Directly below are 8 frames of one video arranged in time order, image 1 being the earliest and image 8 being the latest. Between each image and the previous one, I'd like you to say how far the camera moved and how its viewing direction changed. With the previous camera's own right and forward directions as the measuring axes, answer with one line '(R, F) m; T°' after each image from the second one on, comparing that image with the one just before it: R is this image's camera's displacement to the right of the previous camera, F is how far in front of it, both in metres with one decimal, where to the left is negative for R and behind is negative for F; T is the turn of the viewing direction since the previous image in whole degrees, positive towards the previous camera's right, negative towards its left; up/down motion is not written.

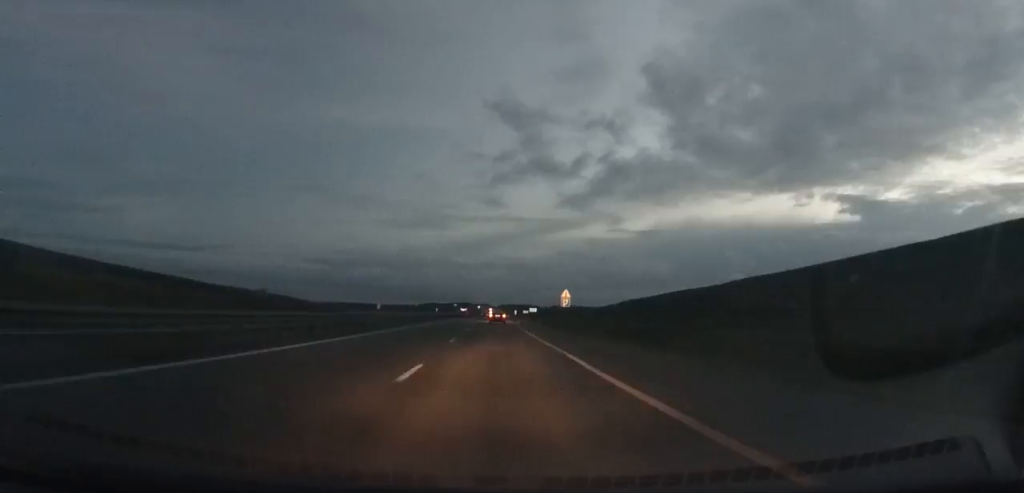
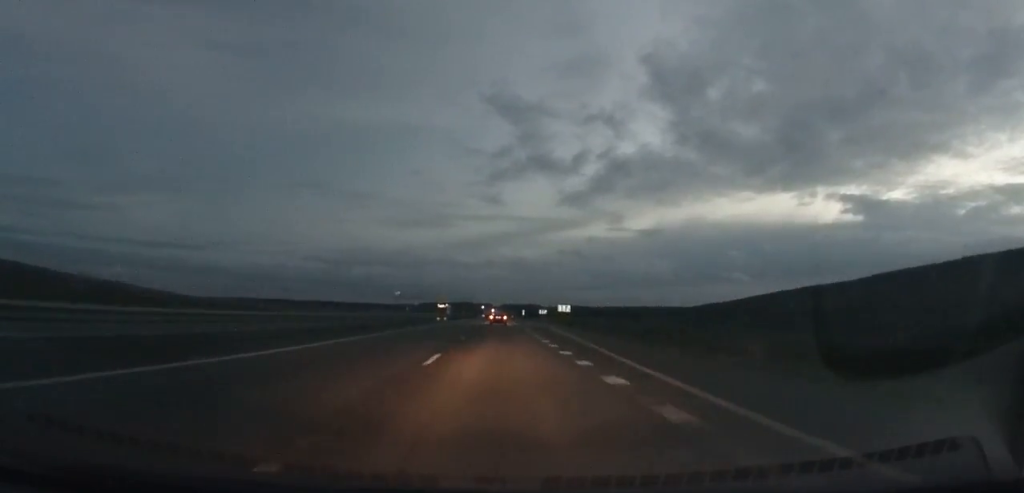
(-0.1, +68.5) m; 0°
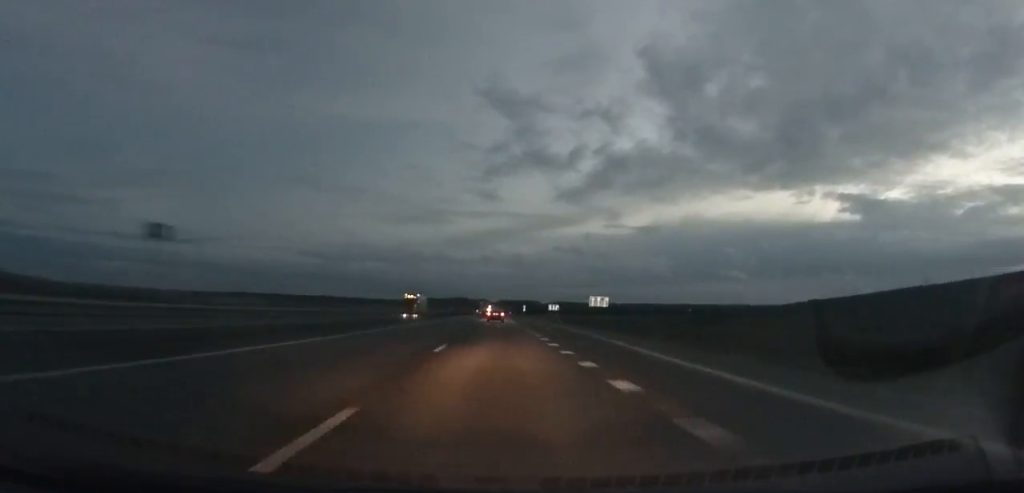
(-0.1, +32.8) m; 0°
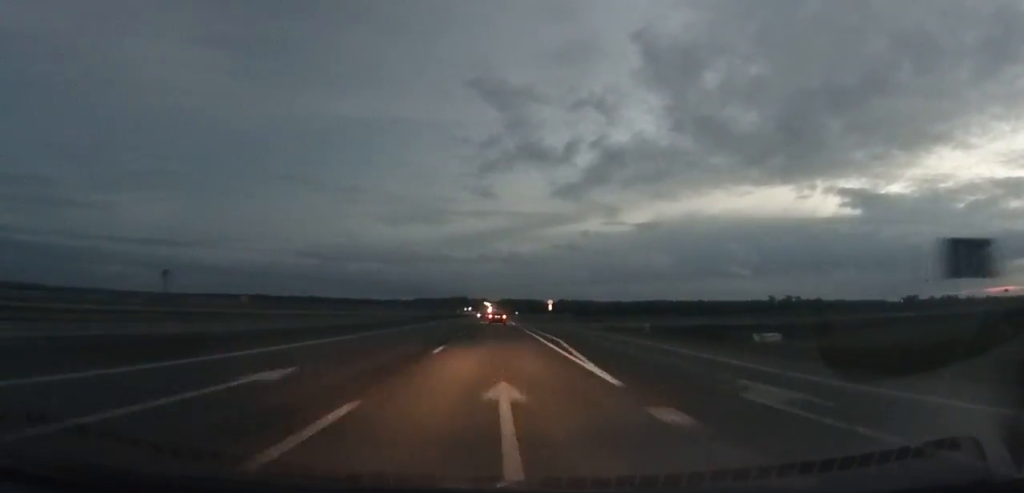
(+0.6, +95.6) m; 0°
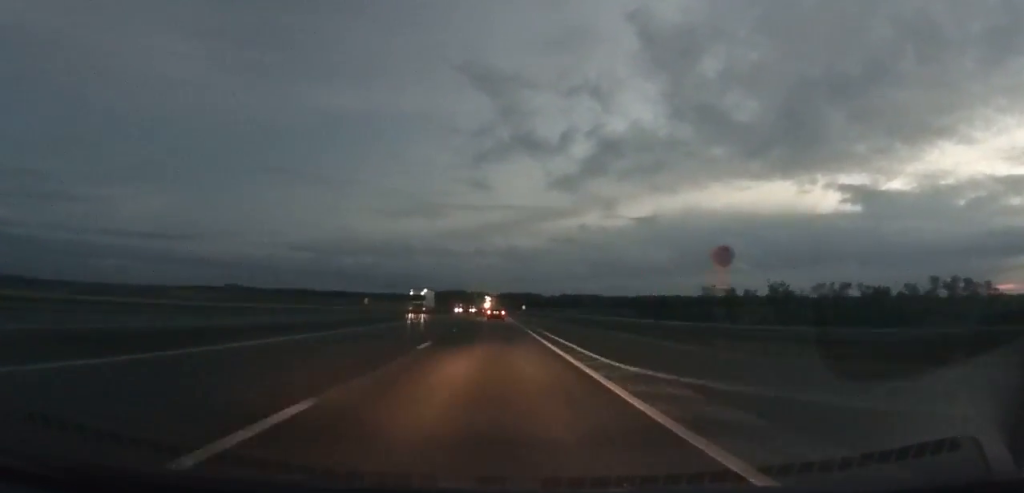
(0.0, +84.1) m; 0°
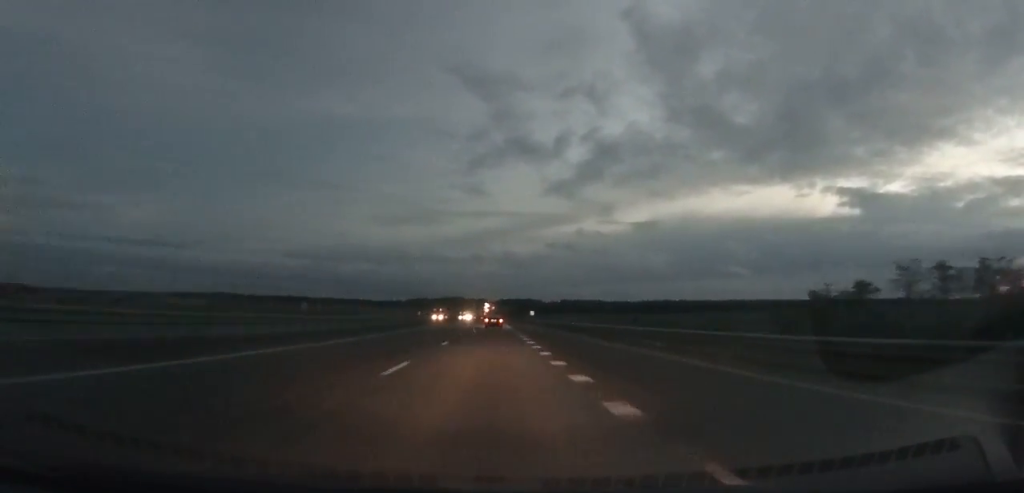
(0.0, +54.0) m; 0°
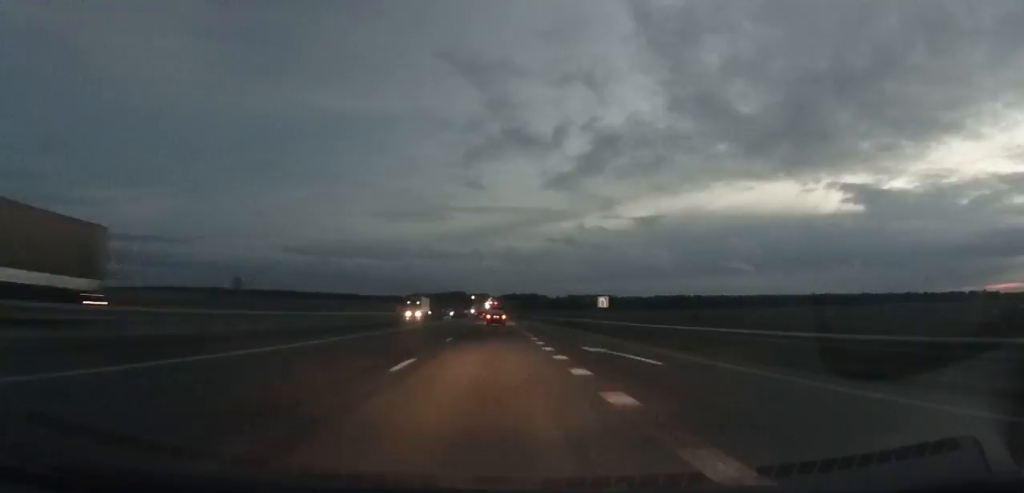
(-0.1, +97.5) m; 0°
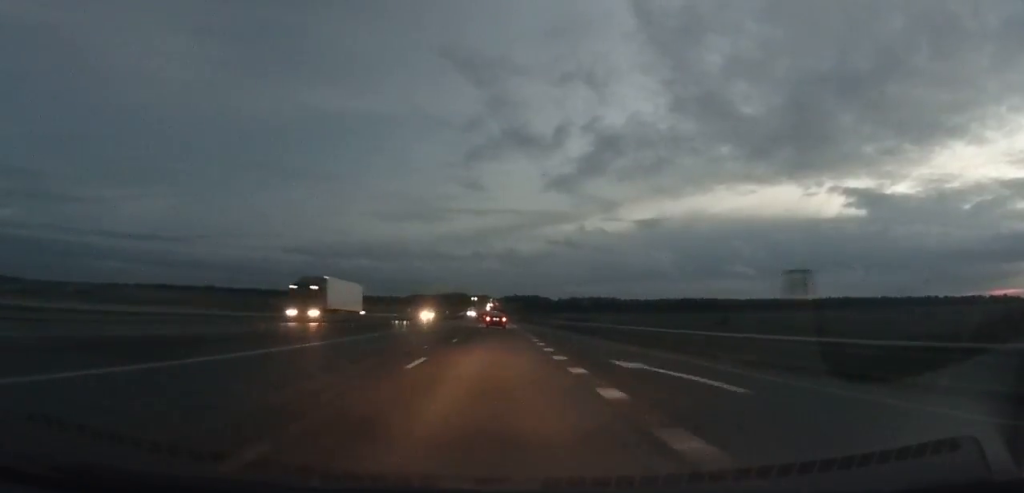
(-0.1, +35.4) m; 0°
